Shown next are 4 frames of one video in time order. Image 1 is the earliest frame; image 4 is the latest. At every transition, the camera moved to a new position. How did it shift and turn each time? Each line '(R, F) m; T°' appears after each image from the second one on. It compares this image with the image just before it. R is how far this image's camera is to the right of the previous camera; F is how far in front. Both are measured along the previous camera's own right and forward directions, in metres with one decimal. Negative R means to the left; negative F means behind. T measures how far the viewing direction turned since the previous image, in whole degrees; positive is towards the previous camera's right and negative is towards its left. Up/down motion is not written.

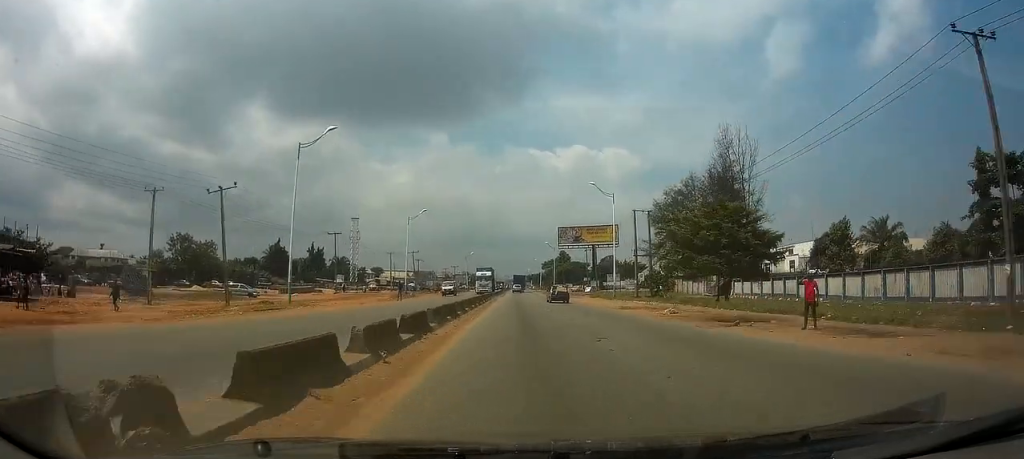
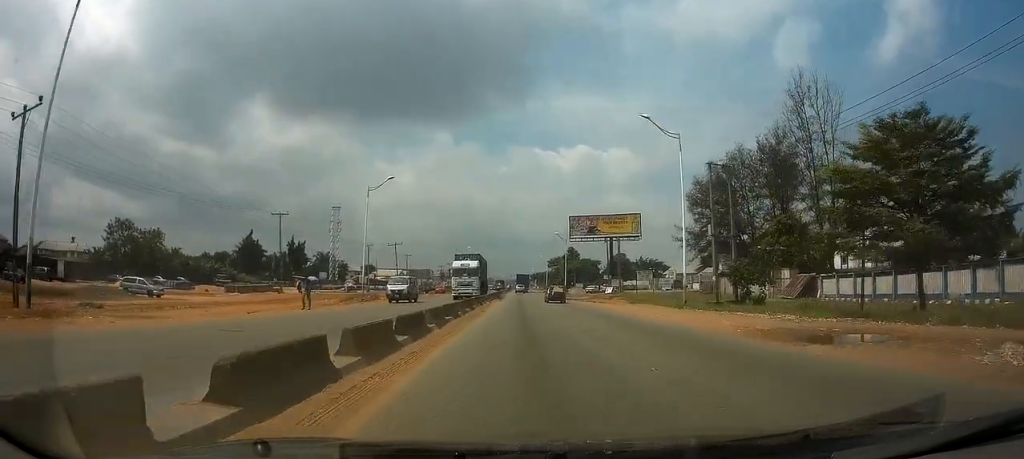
(-0.1, +22.7) m; 0°
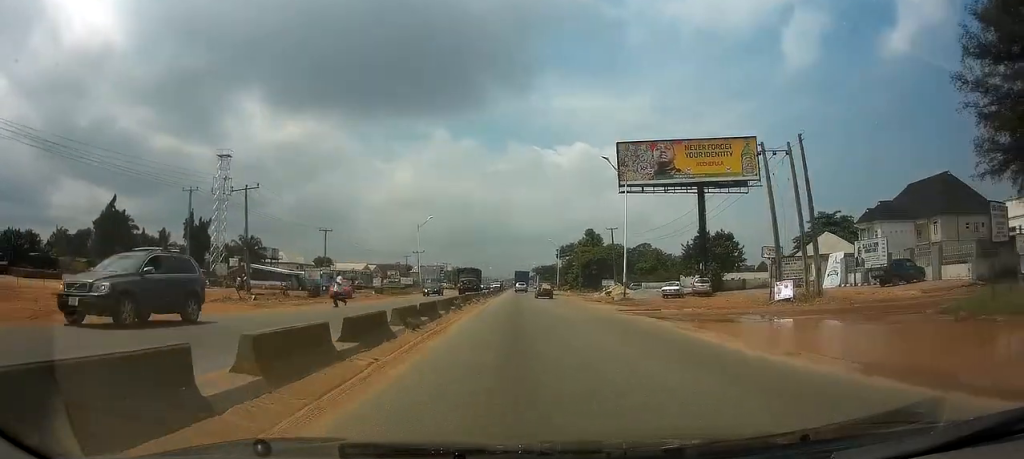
(+0.3, +60.7) m; 0°
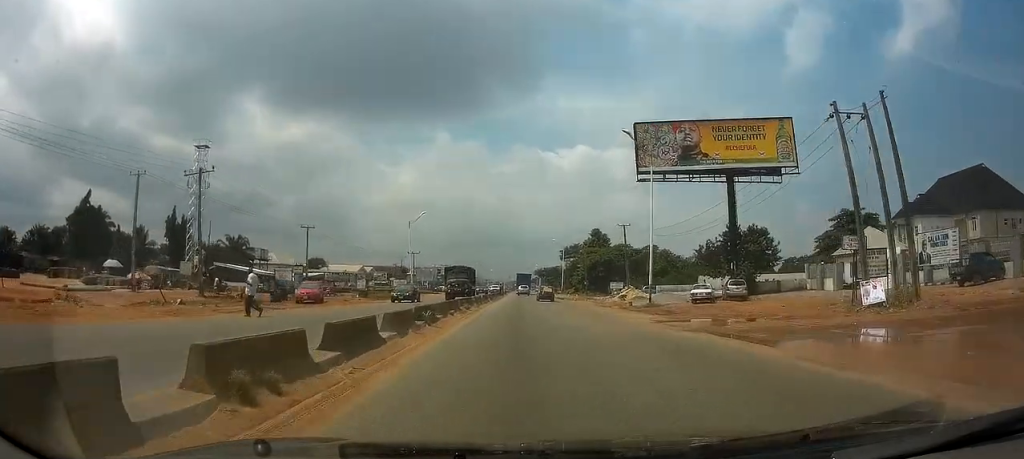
(0.0, +8.4) m; 0°
